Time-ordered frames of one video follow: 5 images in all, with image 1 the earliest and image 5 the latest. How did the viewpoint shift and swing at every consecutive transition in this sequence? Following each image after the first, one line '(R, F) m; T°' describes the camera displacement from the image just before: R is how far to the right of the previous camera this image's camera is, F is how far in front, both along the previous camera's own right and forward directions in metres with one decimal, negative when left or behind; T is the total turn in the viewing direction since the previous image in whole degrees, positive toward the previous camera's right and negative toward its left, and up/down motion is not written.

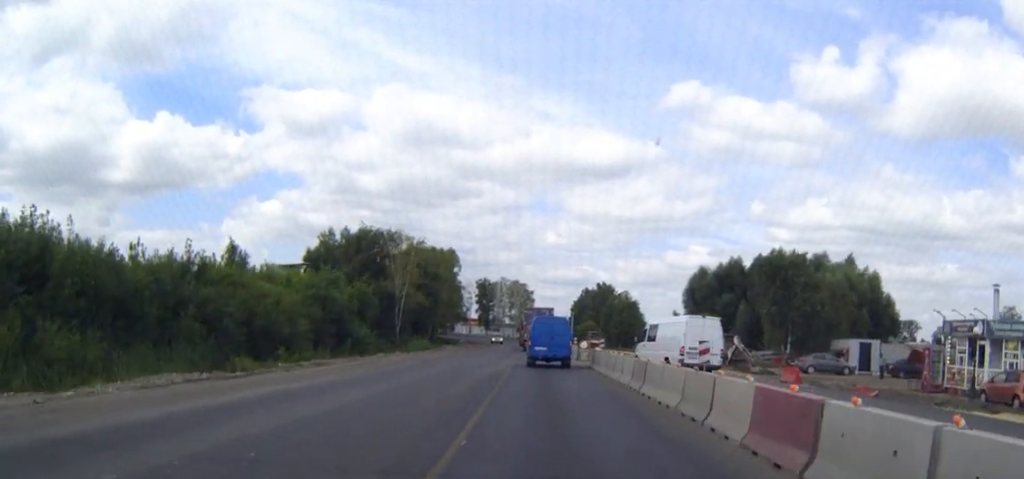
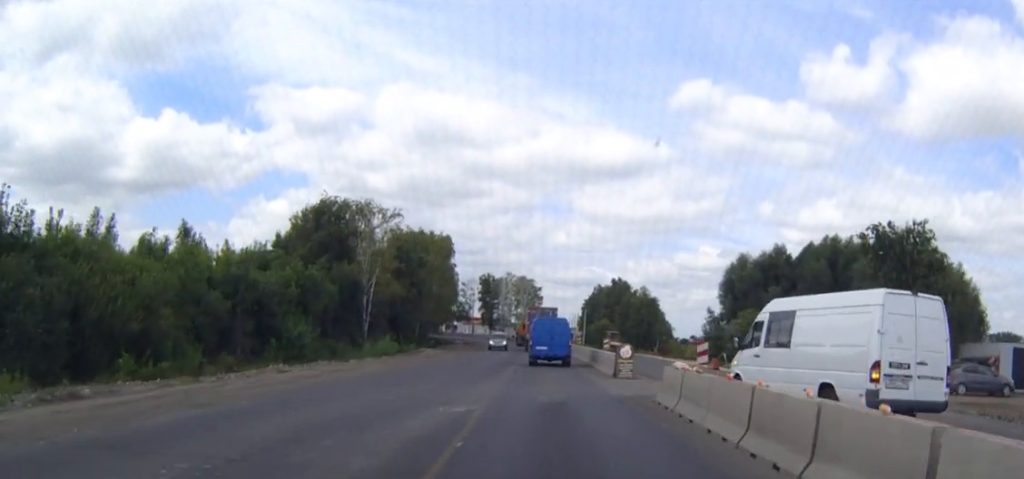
(-0.2, +21.0) m; -1°
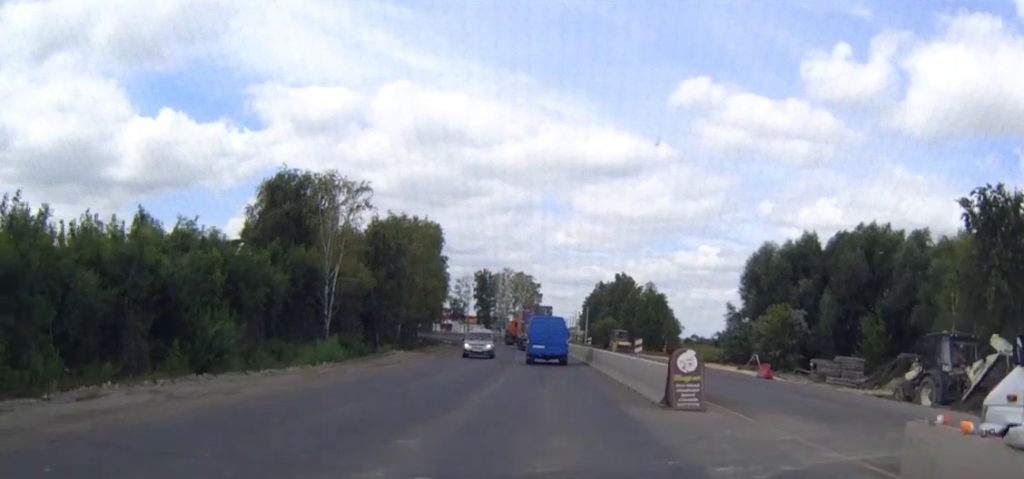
(0.0, +12.6) m; 0°
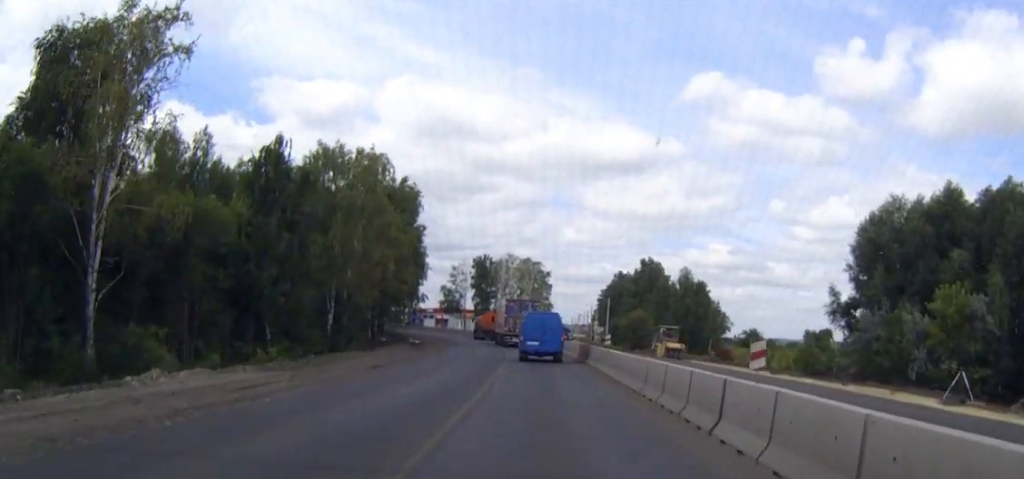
(0.0, +33.9) m; 0°
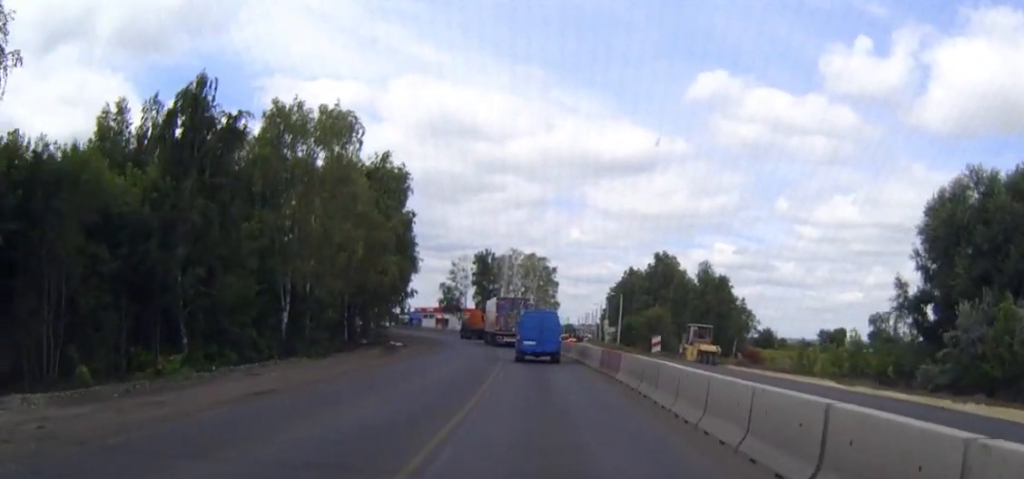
(0.0, +12.2) m; -1°
